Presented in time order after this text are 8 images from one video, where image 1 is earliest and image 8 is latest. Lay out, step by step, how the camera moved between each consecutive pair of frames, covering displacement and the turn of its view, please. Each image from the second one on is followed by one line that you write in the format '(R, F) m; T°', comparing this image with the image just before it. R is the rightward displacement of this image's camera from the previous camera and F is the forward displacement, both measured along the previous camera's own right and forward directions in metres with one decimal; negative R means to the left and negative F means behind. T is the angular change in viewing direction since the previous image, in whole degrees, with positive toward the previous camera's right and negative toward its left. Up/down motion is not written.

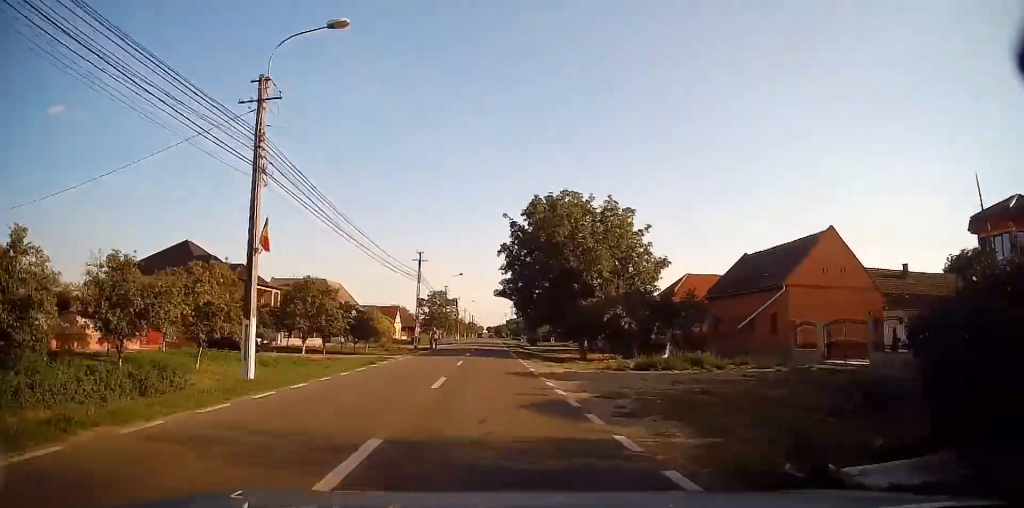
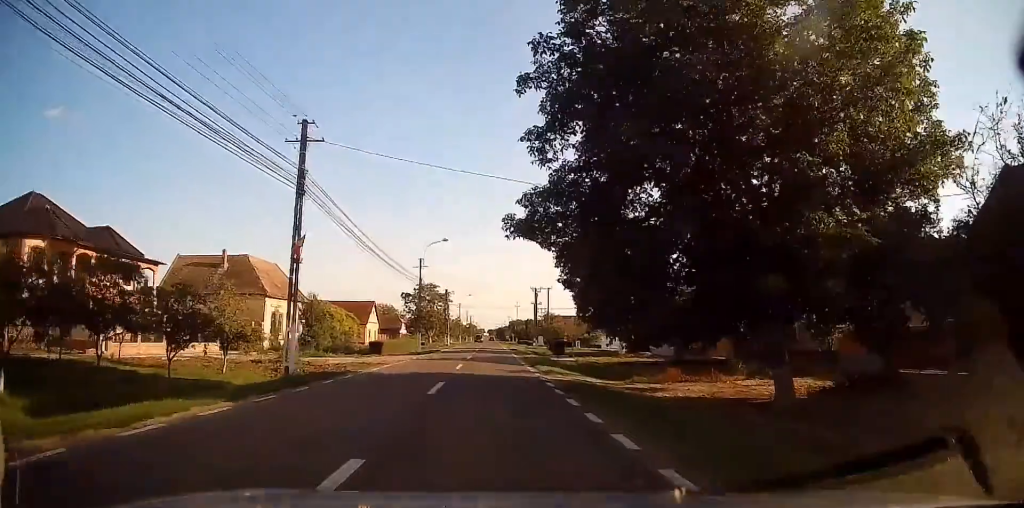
(+0.2, +28.2) m; +1°
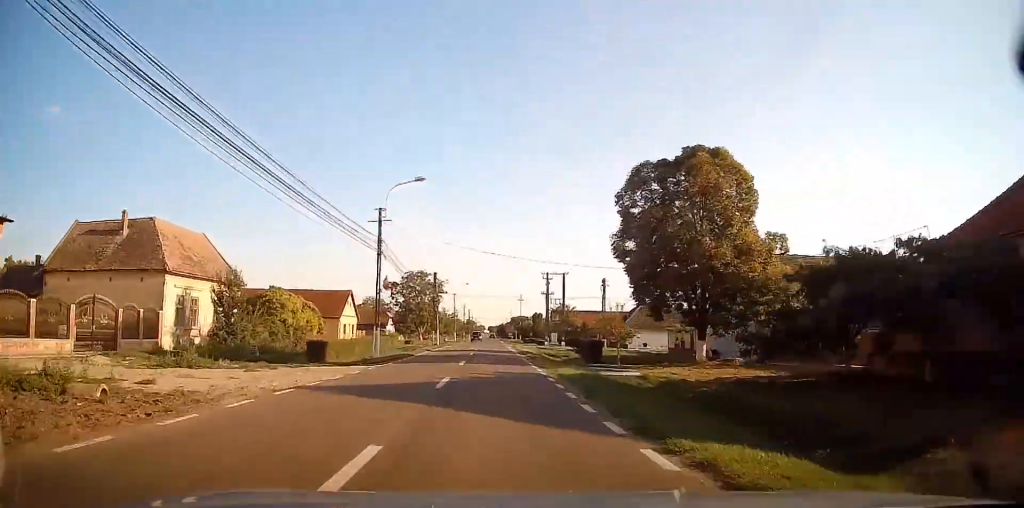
(-0.1, +17.5) m; 0°
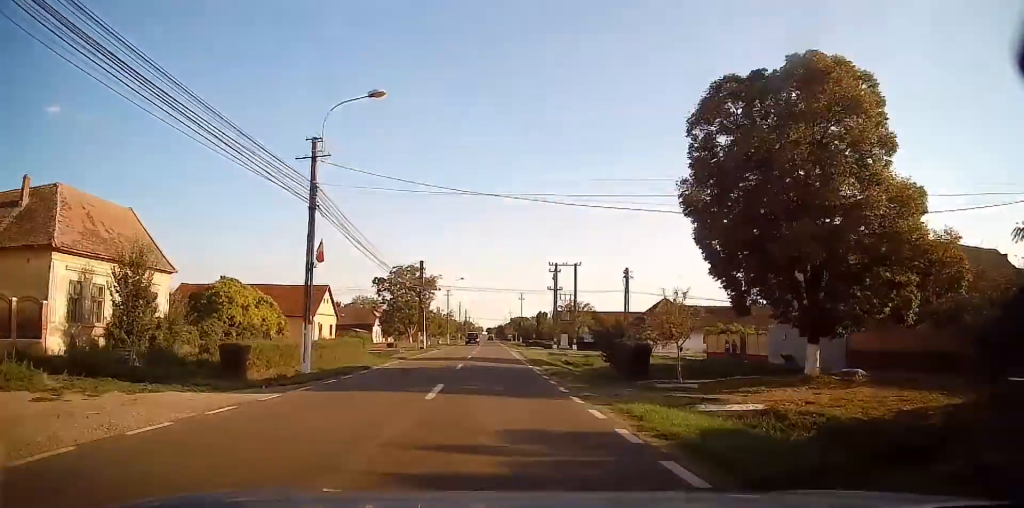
(0.0, +10.7) m; 0°
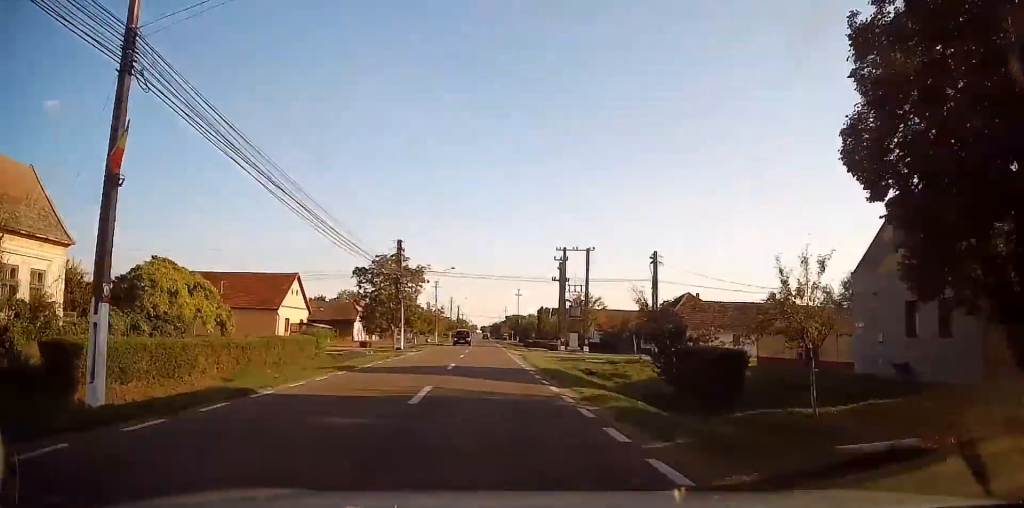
(0.0, +9.9) m; +1°
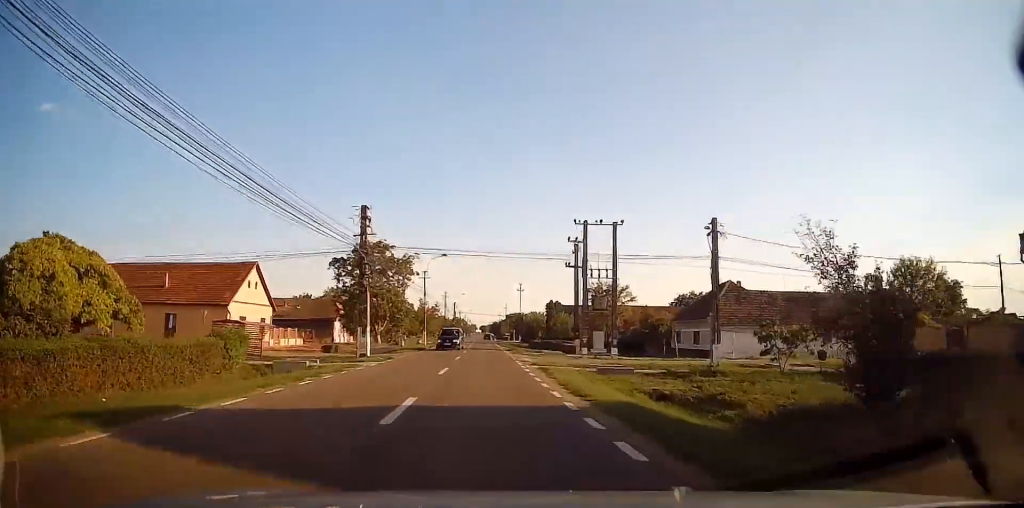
(+0.1, +11.0) m; 0°
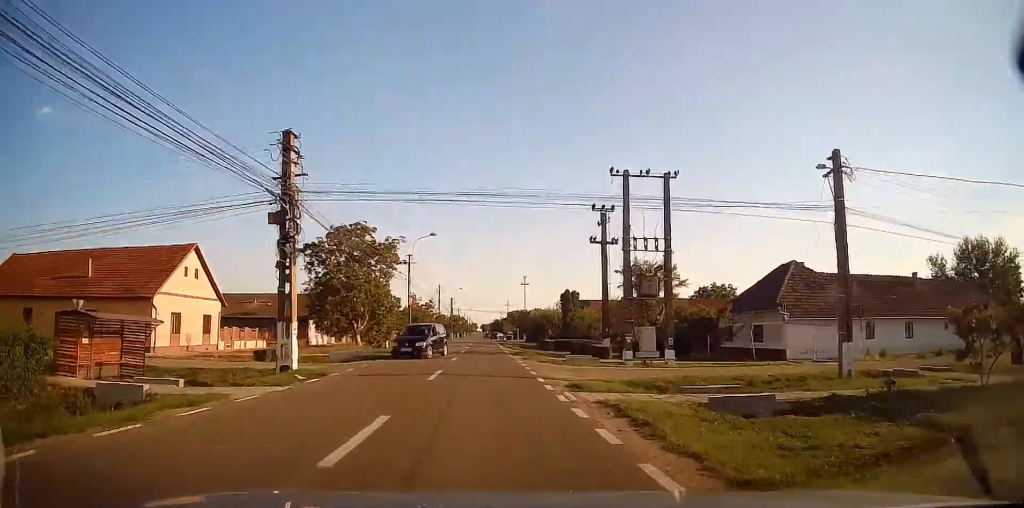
(+0.1, +11.3) m; 0°
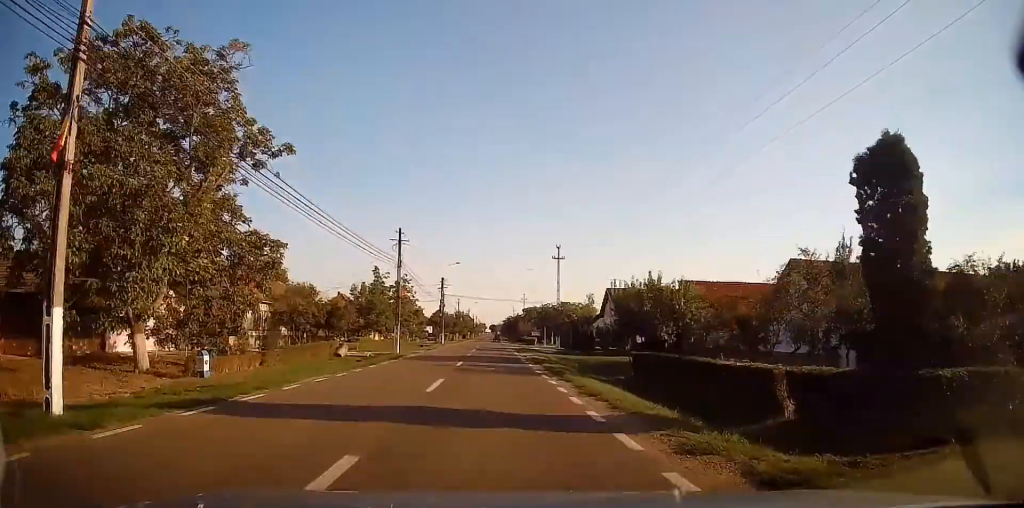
(-0.7, +38.6) m; -1°
